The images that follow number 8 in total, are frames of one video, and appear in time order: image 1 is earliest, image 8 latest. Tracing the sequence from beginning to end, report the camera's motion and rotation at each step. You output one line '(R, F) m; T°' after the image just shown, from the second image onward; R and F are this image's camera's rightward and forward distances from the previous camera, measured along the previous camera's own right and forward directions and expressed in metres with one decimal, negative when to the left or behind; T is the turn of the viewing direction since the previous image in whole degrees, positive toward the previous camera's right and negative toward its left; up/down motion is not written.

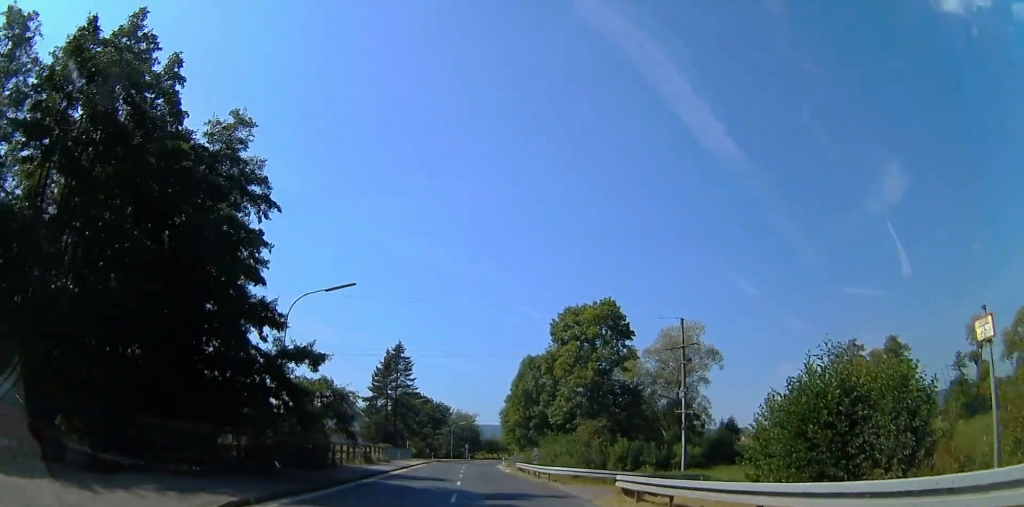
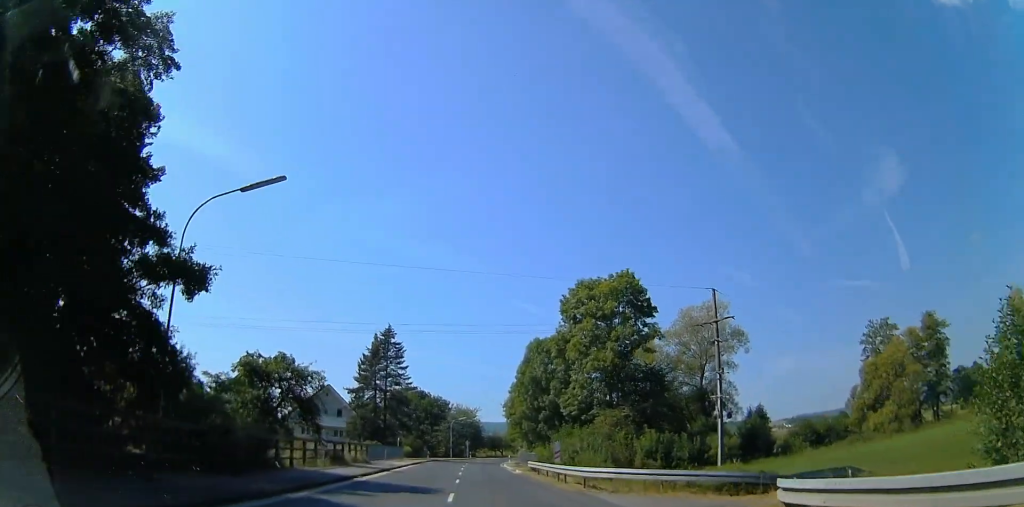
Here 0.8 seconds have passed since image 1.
(+0.9, +9.7) m; 0°
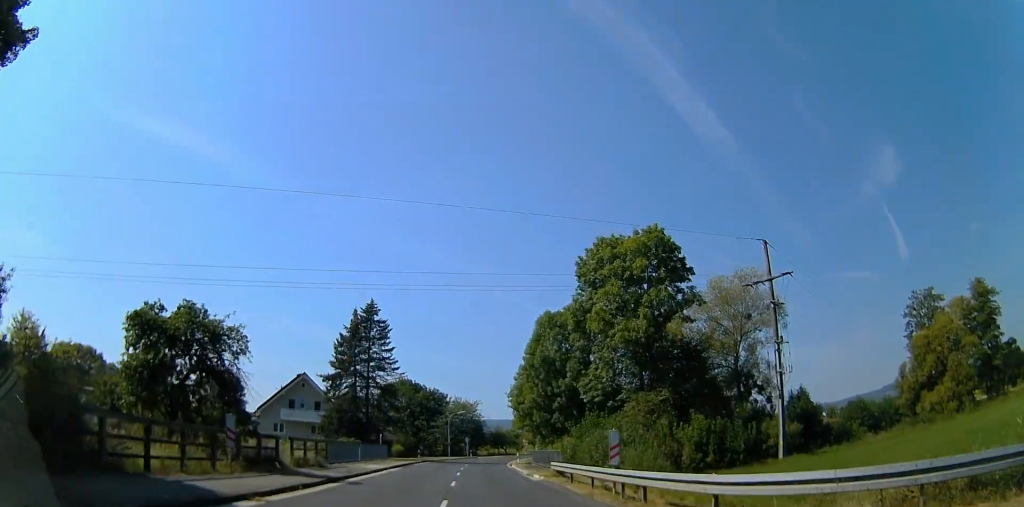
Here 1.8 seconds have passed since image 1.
(-0.6, +11.8) m; -5°
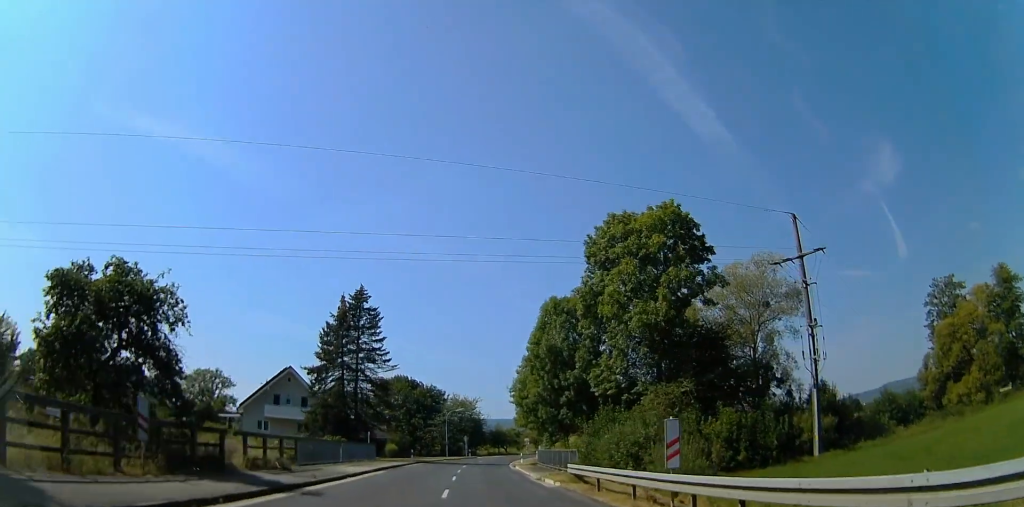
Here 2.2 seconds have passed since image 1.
(-0.2, +5.3) m; -3°
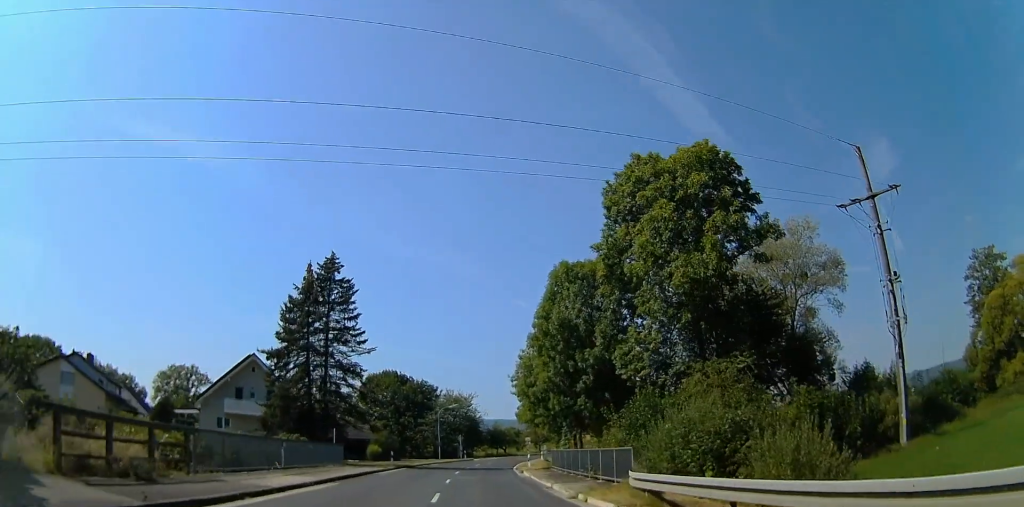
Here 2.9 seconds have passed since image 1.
(0.0, +10.3) m; +2°
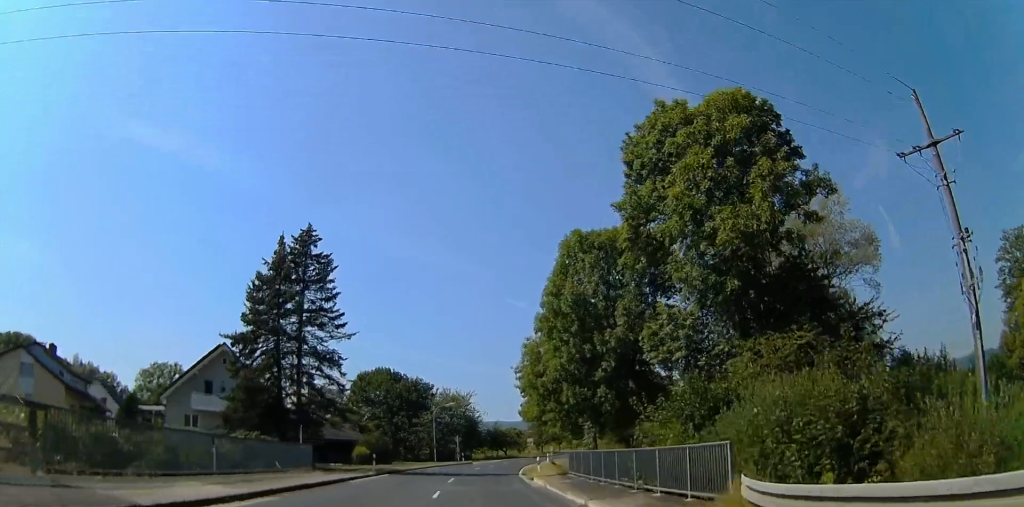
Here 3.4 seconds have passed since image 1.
(+0.1, +6.7) m; +1°
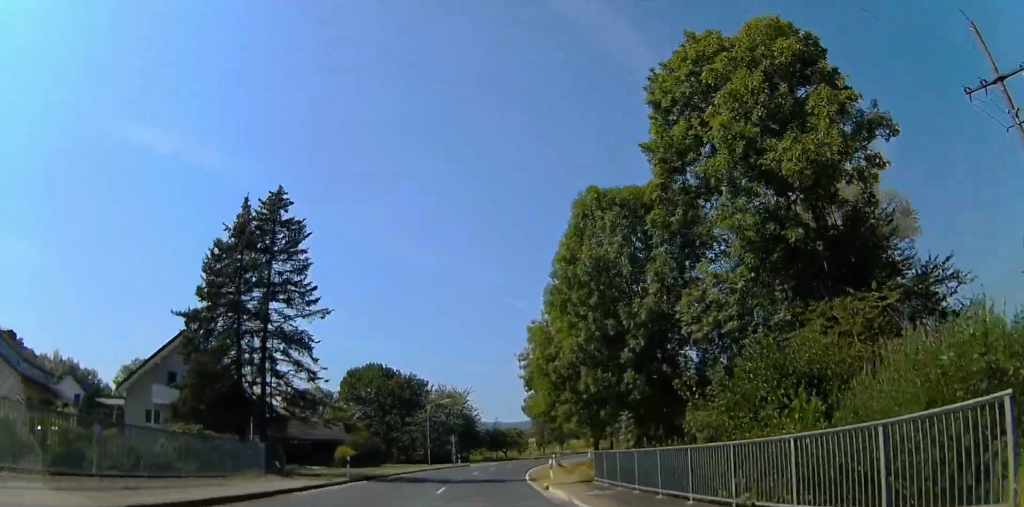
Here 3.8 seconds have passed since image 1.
(+0.2, +6.3) m; +1°
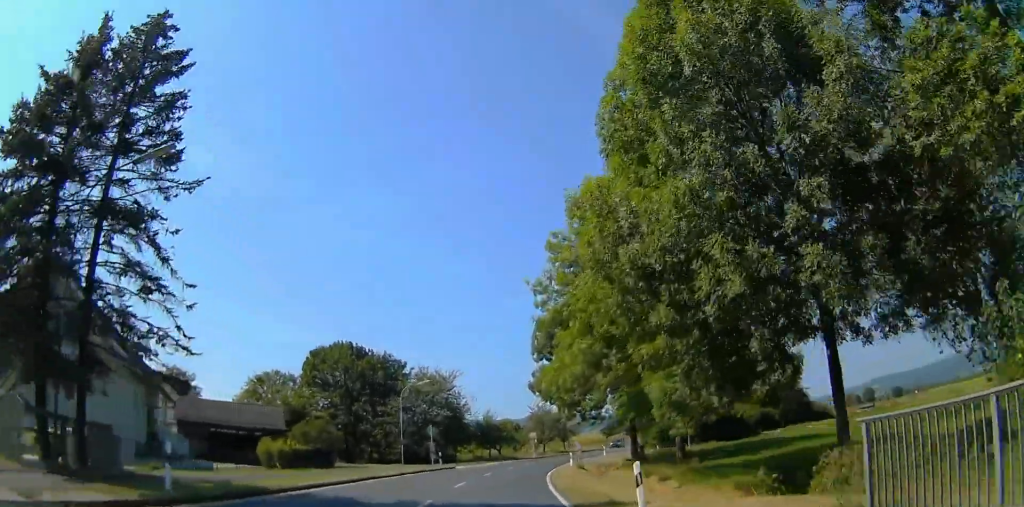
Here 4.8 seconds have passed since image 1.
(+0.3, +15.5) m; +1°
